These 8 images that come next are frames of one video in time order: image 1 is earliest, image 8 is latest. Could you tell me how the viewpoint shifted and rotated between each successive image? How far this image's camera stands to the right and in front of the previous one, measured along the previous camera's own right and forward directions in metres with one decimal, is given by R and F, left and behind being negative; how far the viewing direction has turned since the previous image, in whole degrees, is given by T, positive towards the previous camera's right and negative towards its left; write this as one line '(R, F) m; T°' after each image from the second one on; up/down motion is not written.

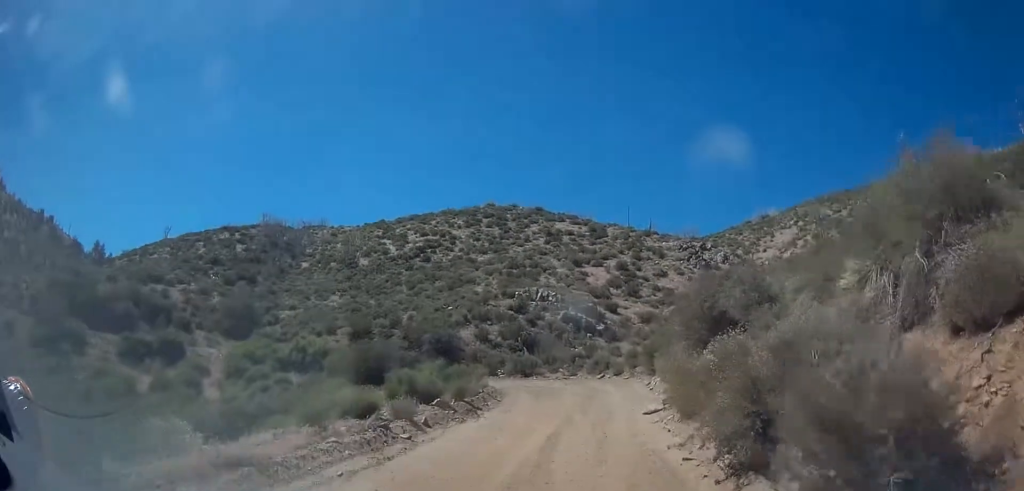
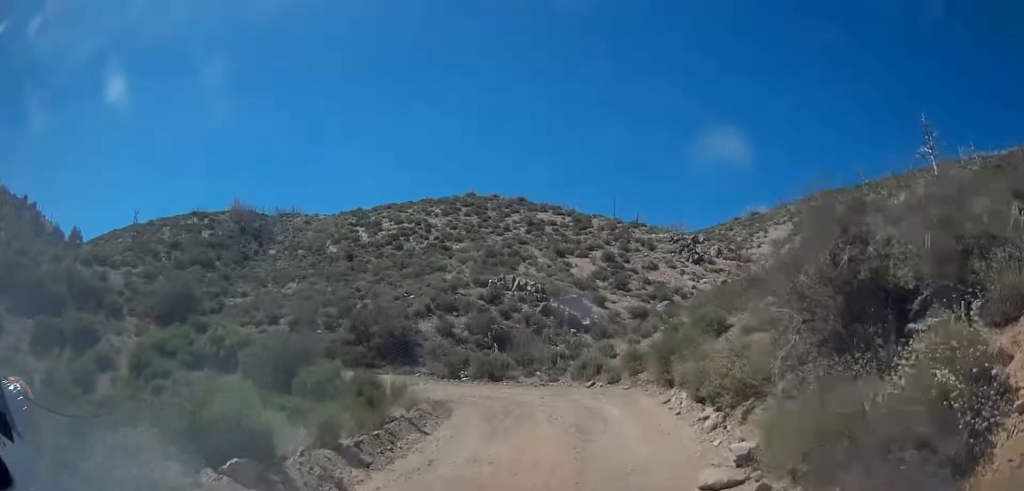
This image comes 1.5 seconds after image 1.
(0.0, +7.9) m; 0°
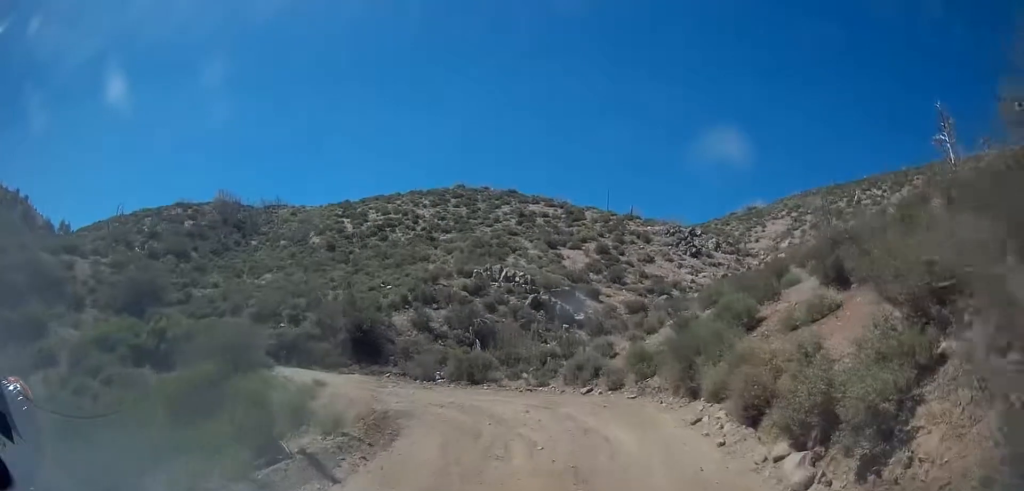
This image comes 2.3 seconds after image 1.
(0.0, +4.4) m; 0°
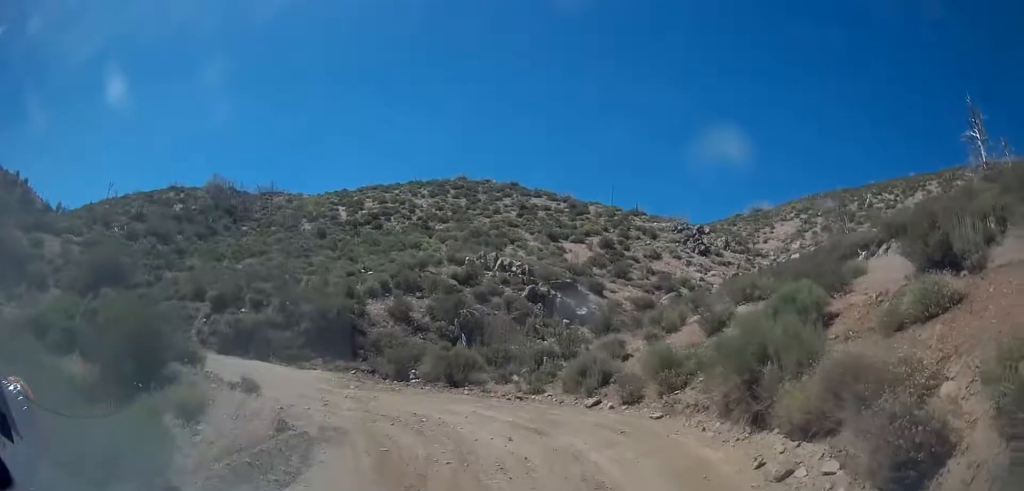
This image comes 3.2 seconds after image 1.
(-0.1, +4.8) m; -3°
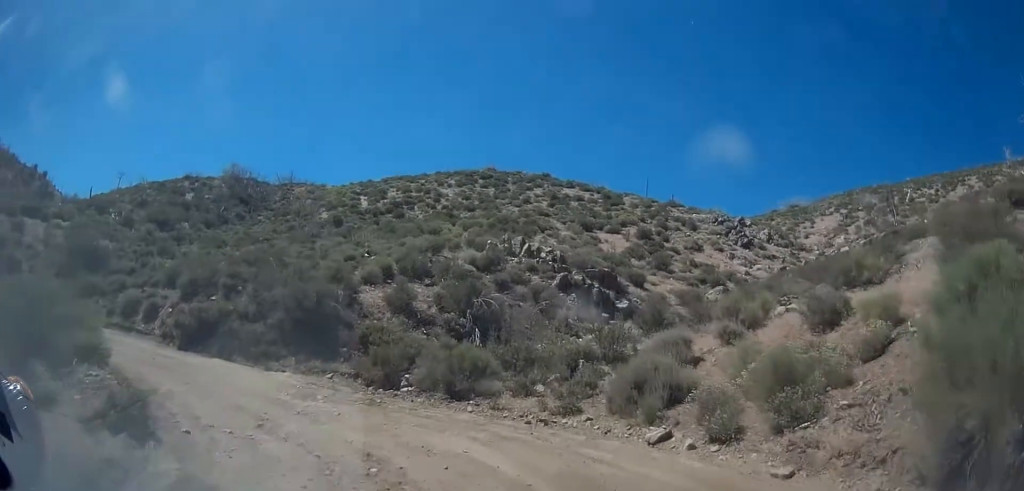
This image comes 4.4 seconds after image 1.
(-0.4, +6.0) m; -9°
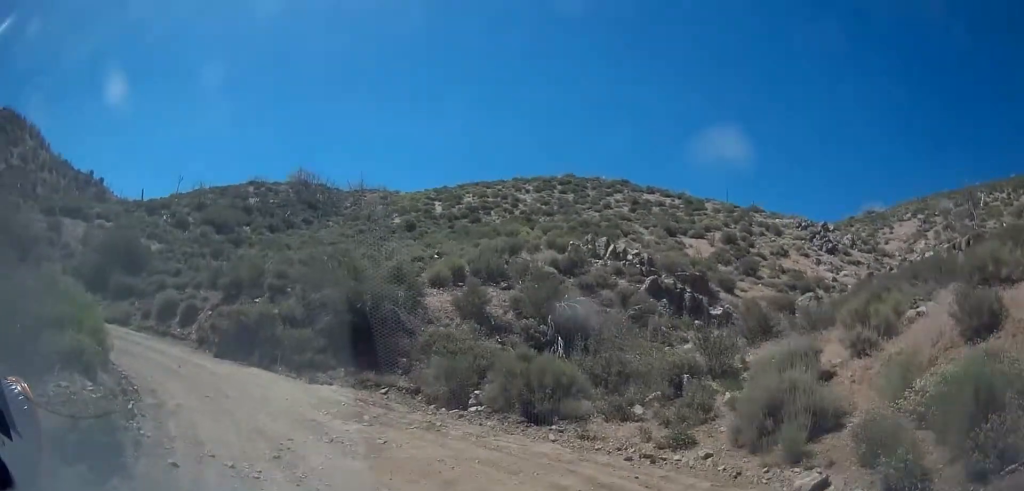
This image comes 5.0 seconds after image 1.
(-0.3, +3.0) m; -4°
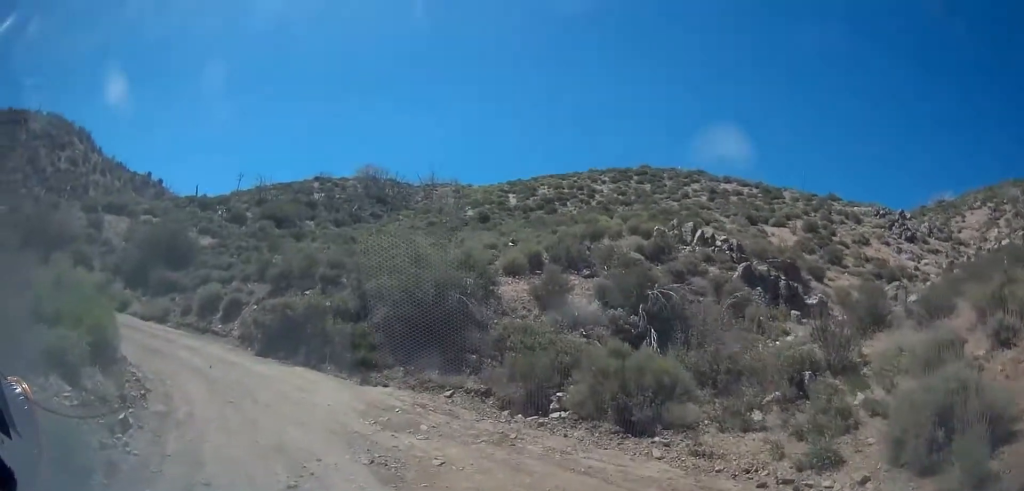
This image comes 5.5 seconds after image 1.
(0.0, +2.5) m; -6°
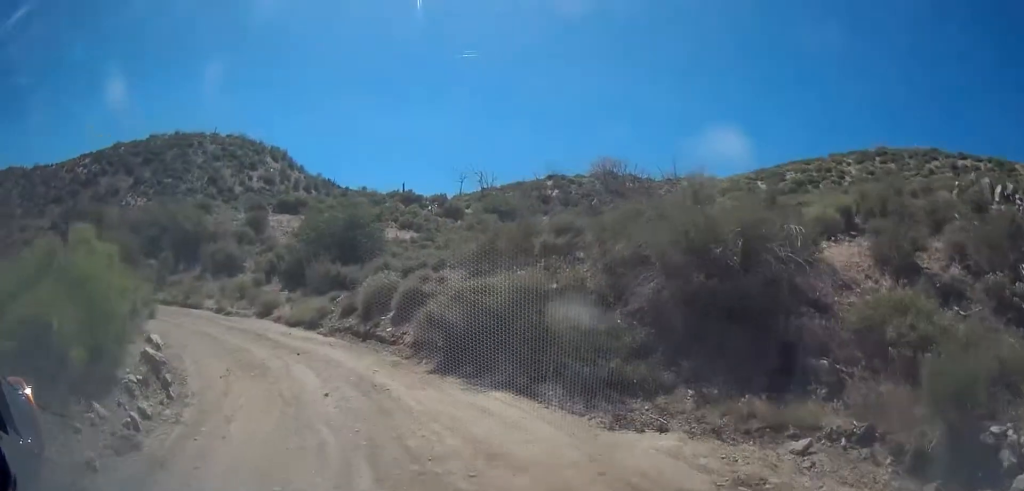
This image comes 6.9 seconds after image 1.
(-1.1, +7.1) m; -26°
